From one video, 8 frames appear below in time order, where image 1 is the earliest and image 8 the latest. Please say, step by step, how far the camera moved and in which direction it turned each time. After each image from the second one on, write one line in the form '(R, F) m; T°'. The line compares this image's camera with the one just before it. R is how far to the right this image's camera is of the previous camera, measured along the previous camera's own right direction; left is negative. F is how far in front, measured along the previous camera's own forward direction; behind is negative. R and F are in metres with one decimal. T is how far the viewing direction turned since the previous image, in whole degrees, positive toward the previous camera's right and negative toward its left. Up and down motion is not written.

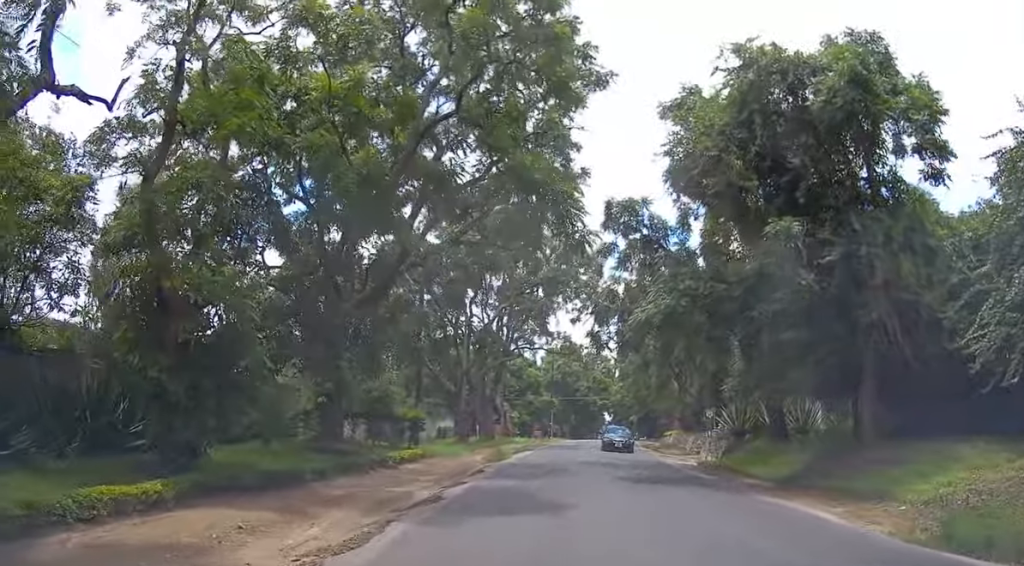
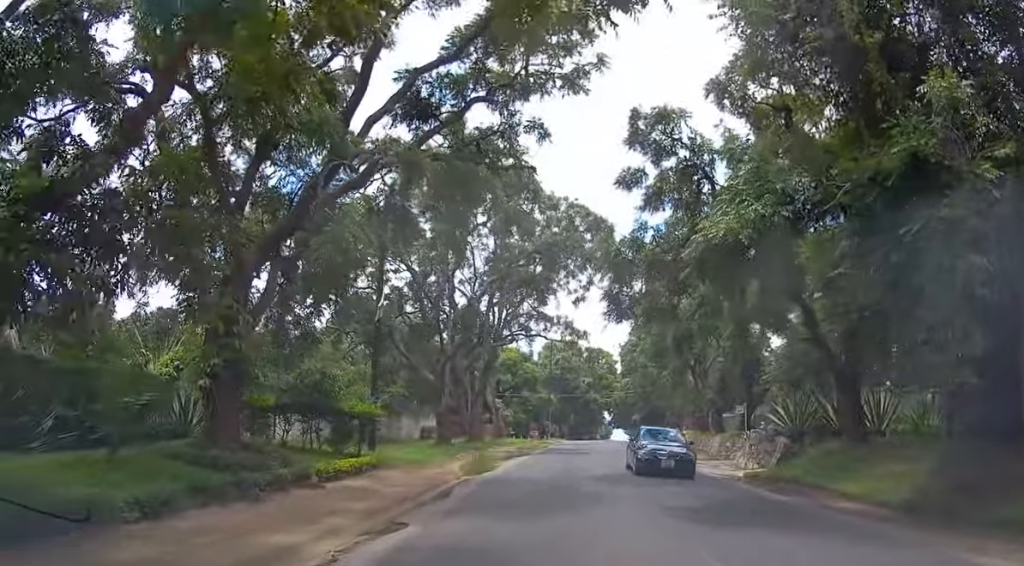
(0.0, +7.8) m; 0°
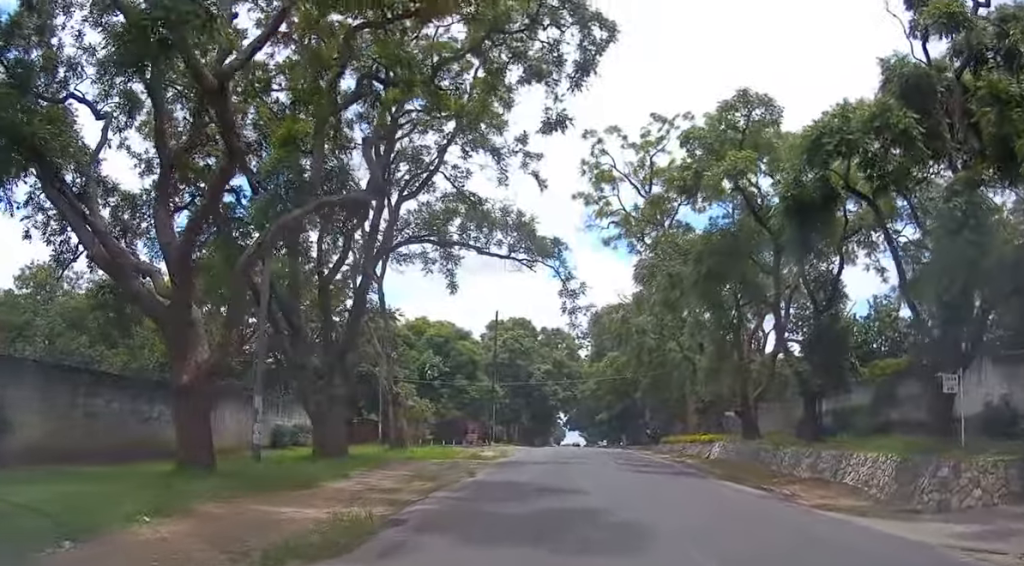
(+0.3, +24.2) m; +4°
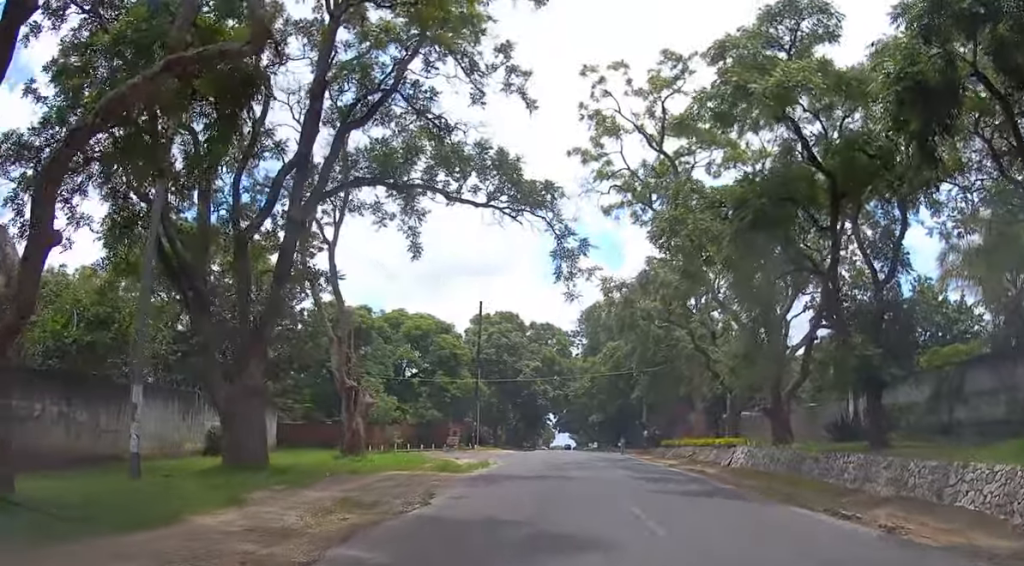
(+0.2, +6.2) m; +2°
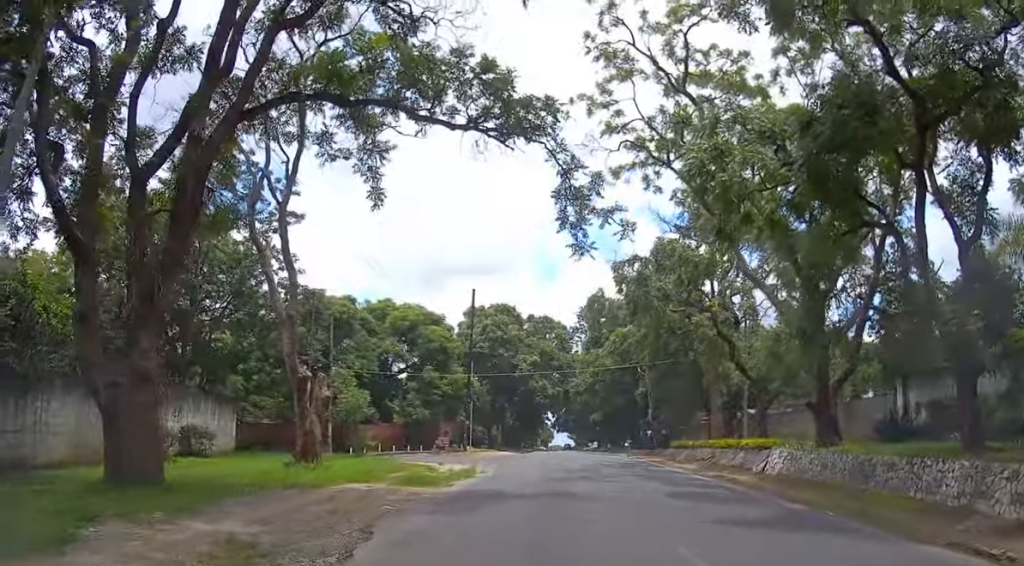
(0.0, +5.2) m; 0°
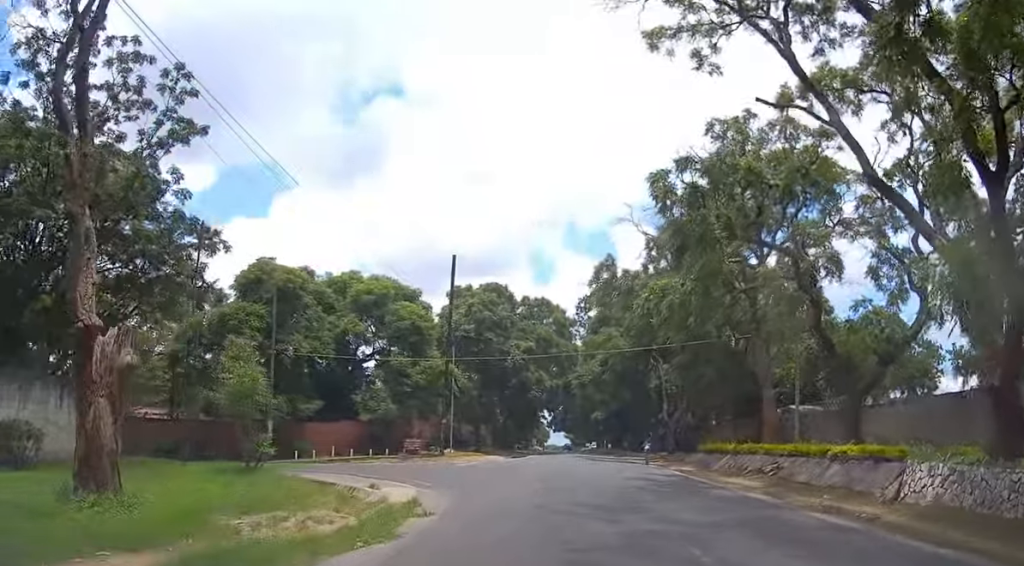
(-0.1, +10.7) m; -1°
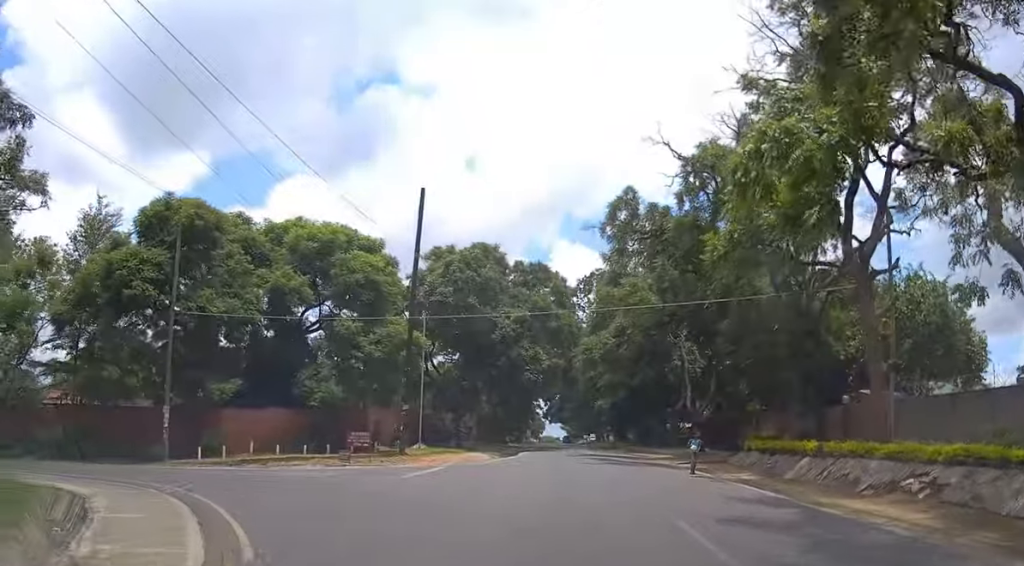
(0.0, +11.4) m; +1°
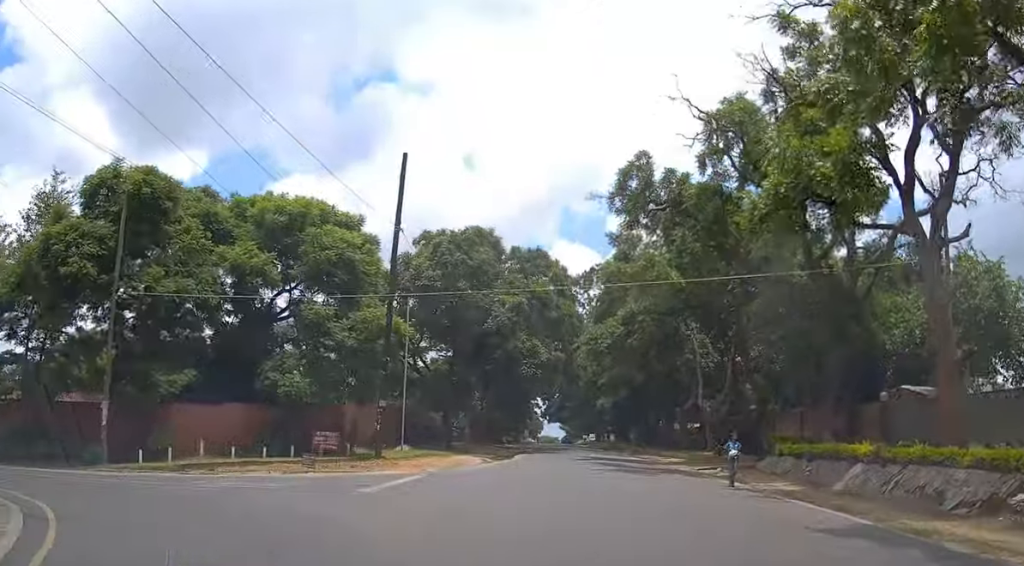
(+0.1, +4.5) m; 0°
